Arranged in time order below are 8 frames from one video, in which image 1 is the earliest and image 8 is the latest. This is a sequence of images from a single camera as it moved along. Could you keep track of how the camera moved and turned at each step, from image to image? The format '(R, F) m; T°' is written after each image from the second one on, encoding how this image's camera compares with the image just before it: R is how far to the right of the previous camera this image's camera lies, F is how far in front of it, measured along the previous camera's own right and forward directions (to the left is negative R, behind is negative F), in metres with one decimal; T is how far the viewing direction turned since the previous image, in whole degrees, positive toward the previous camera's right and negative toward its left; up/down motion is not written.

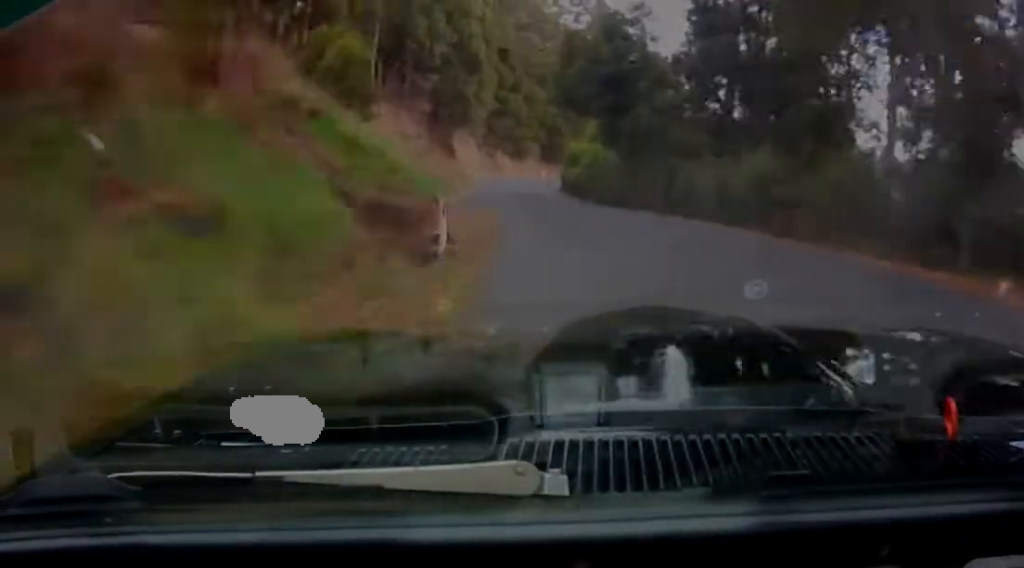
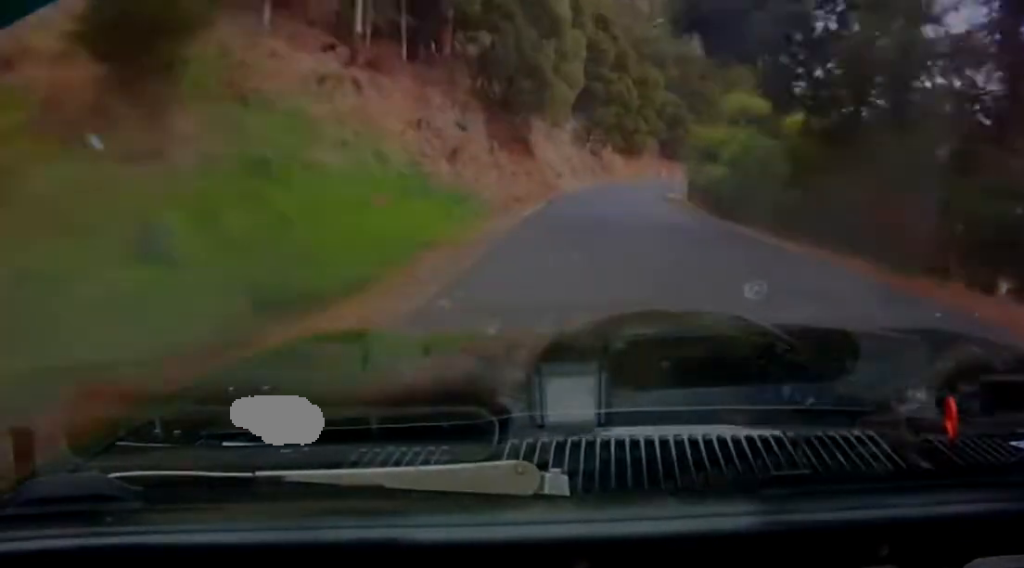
(-1.7, +18.6) m; -5°
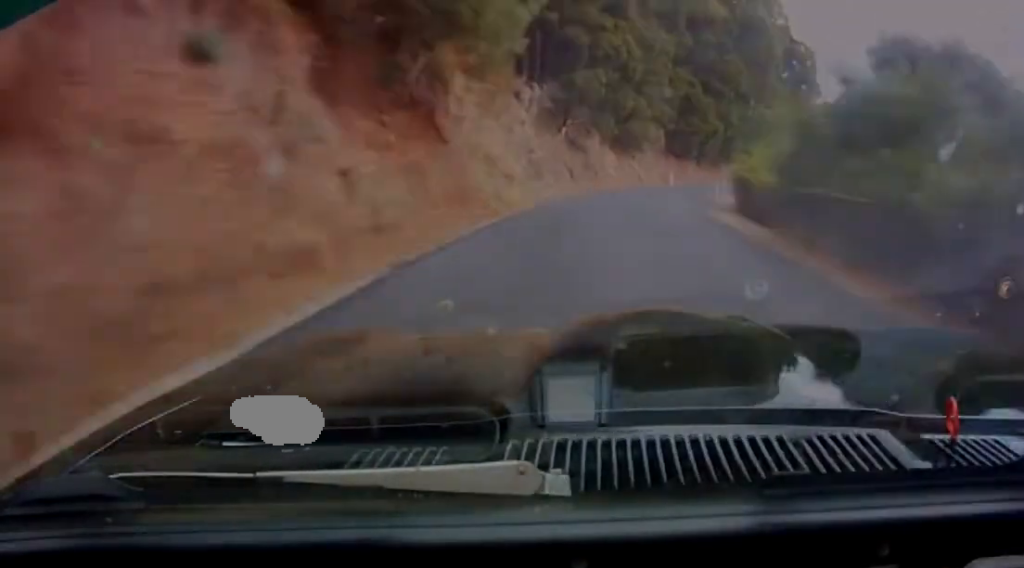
(-0.4, +20.4) m; +3°
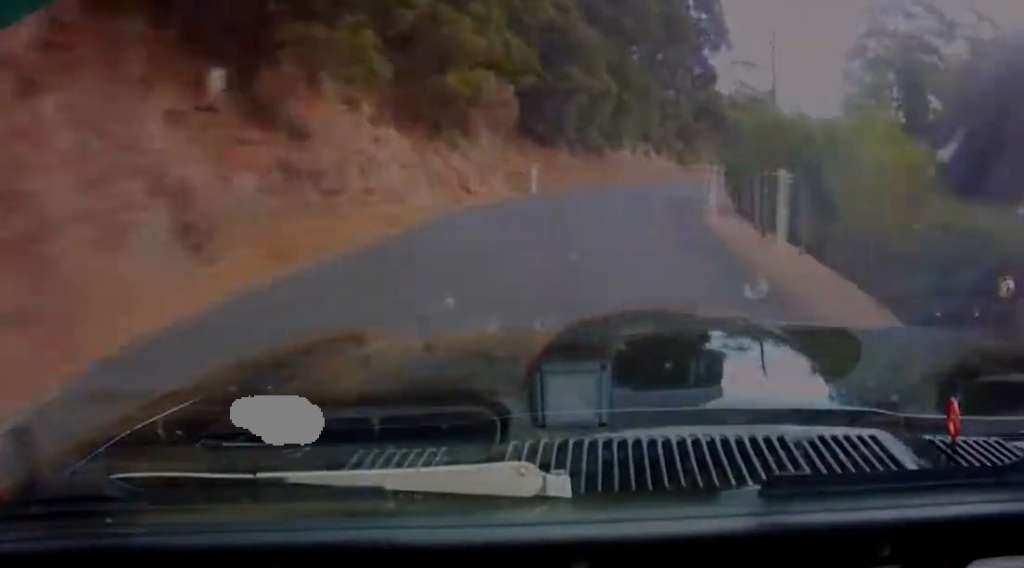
(+1.3, +24.3) m; +6°
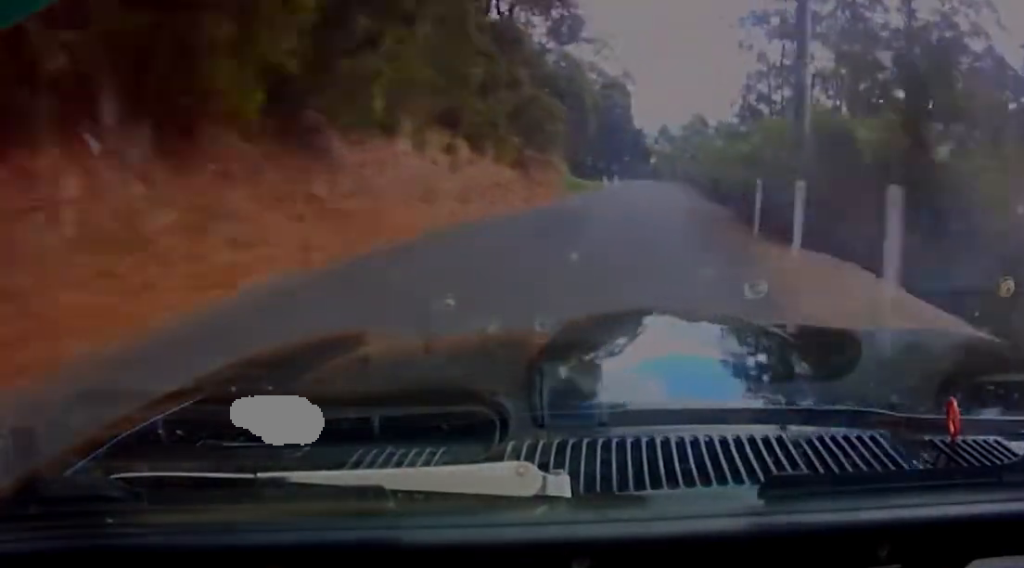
(+1.4, +26.3) m; +6°
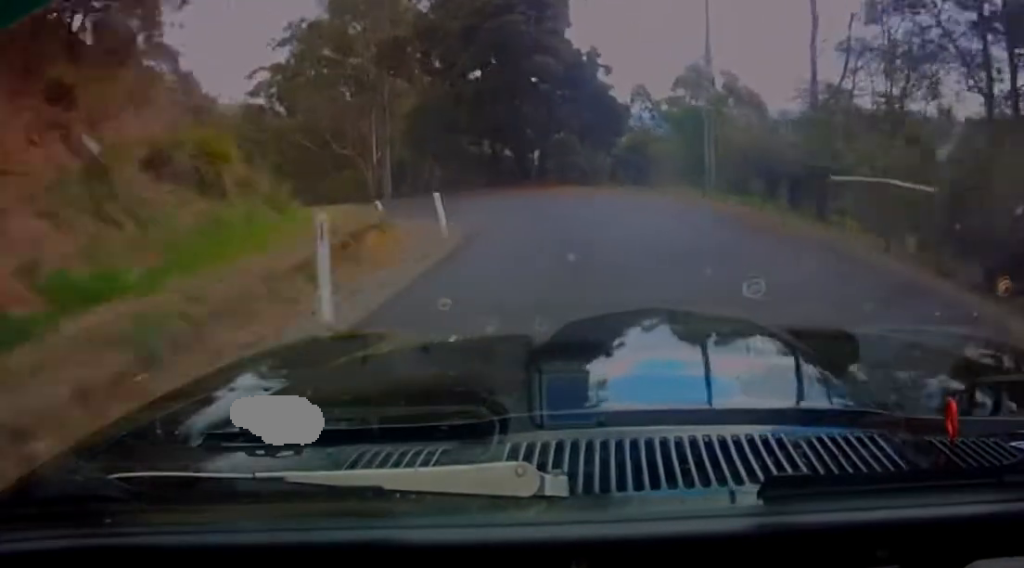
(+4.1, +48.6) m; -2°
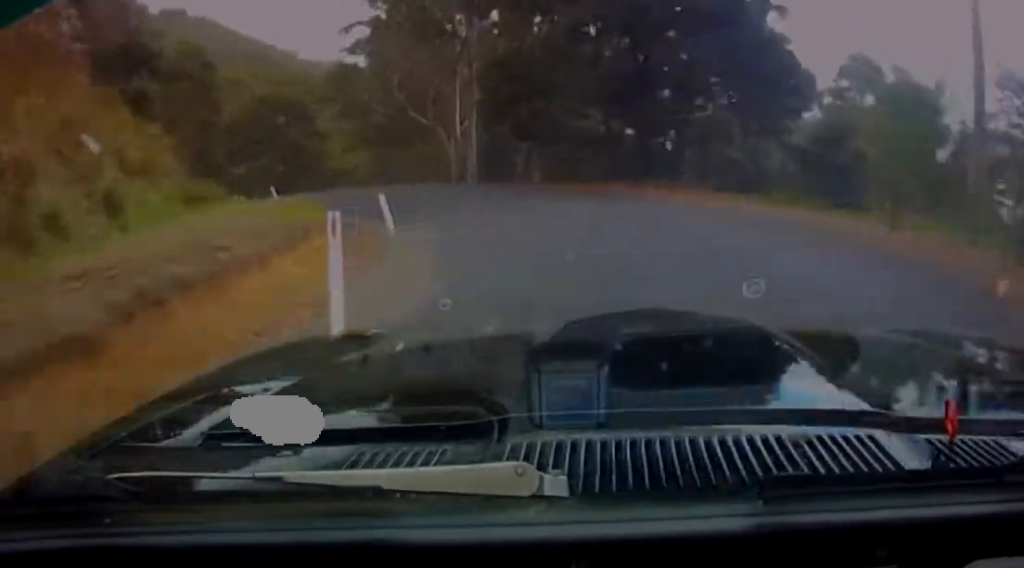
(-1.0, +10.3) m; -17°
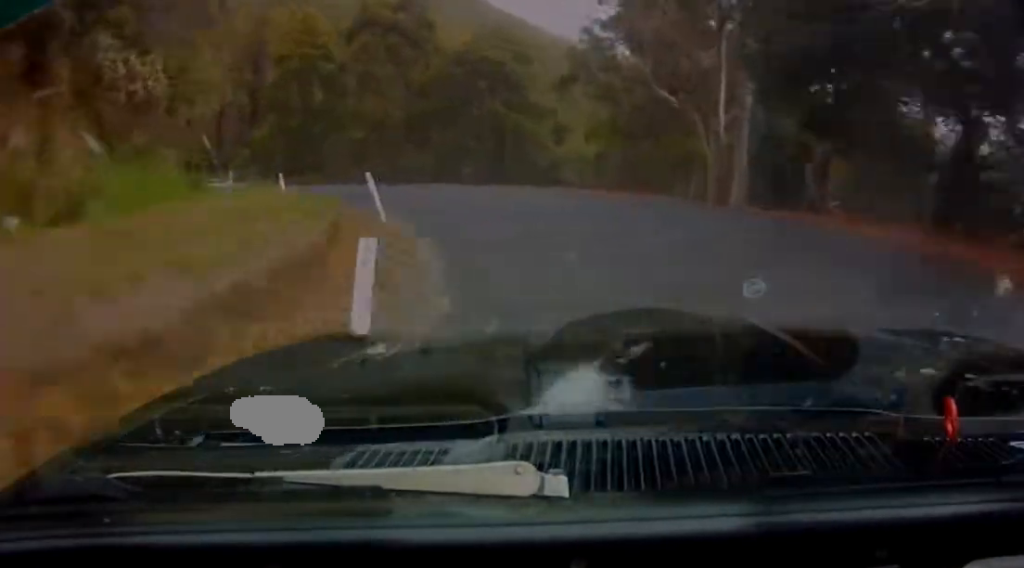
(-1.1, +10.7) m; -24°
